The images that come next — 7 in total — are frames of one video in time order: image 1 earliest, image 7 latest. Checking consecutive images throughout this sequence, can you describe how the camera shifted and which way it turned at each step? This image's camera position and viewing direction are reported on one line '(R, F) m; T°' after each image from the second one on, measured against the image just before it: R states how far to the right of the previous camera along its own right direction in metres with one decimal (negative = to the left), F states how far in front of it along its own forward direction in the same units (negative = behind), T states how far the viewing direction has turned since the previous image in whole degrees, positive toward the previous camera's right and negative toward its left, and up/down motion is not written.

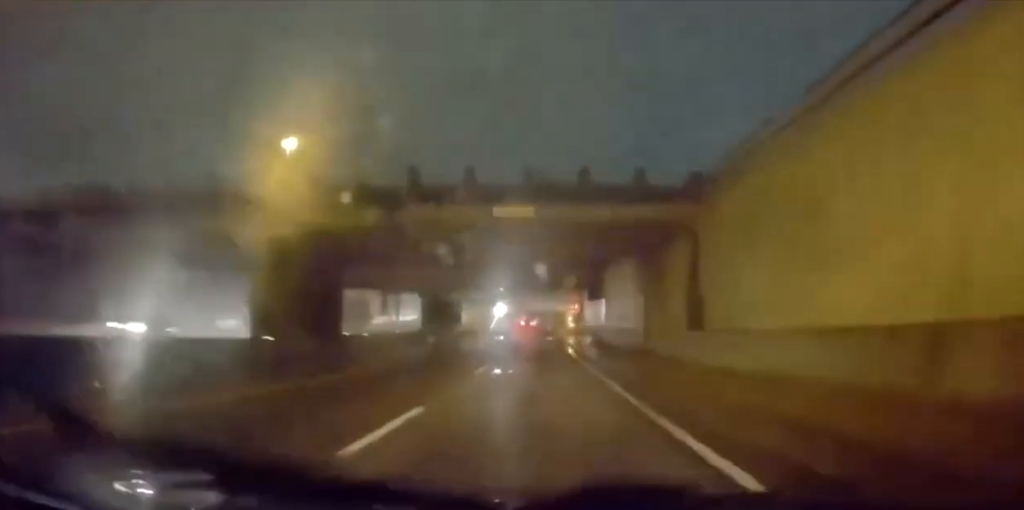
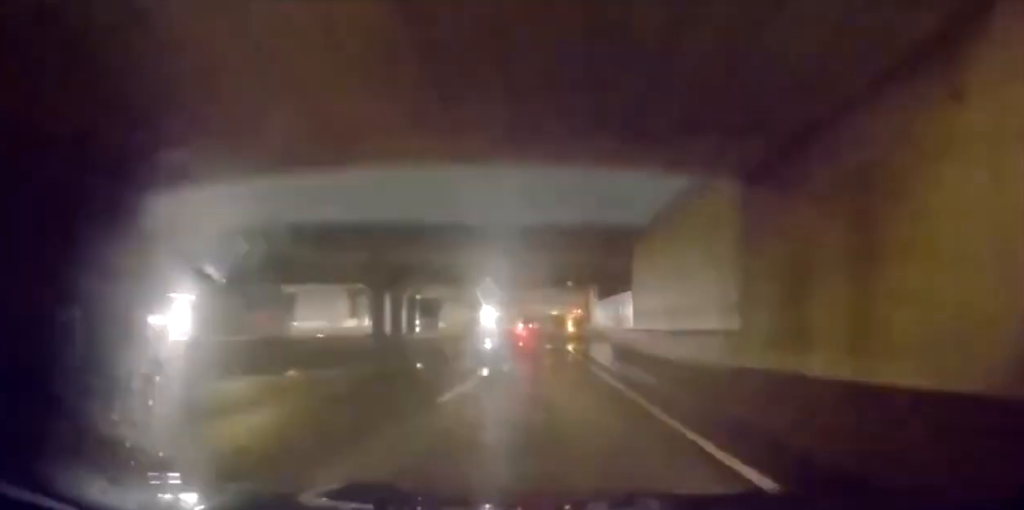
(+0.7, +19.1) m; 0°
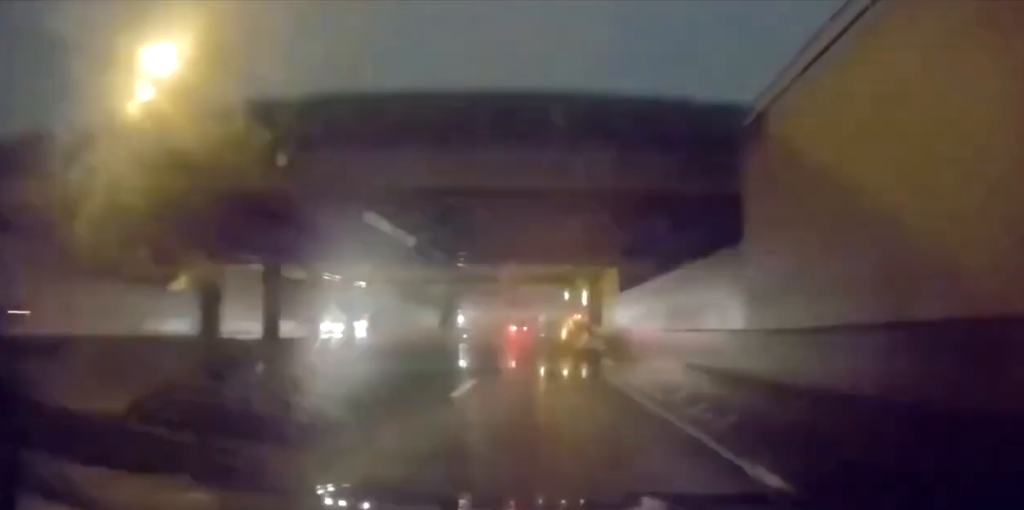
(-0.9, +22.3) m; 0°
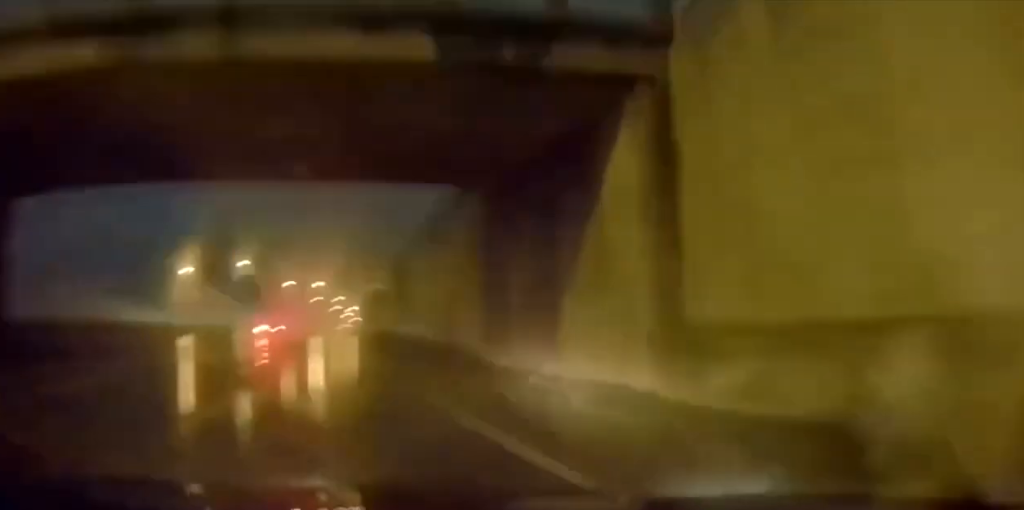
(+1.6, +72.2) m; +1°
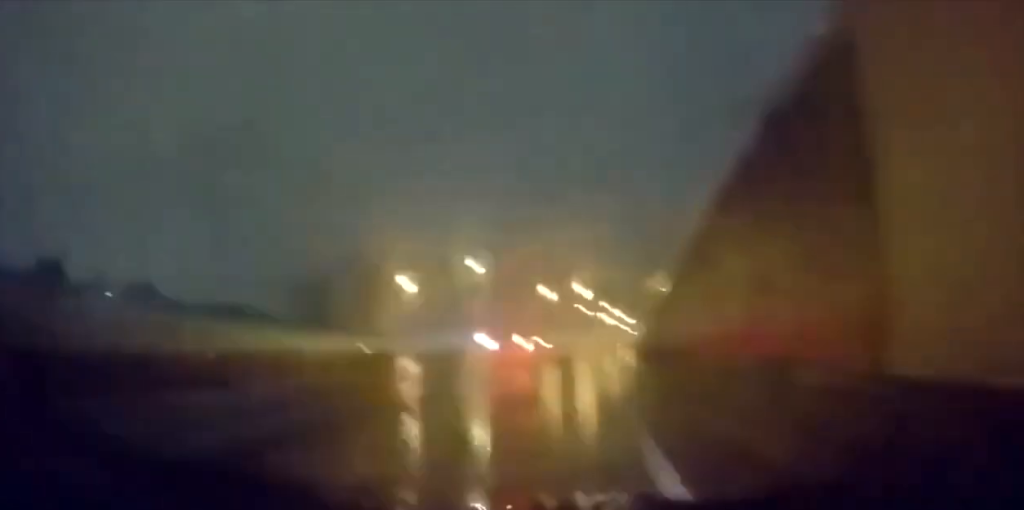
(+1.1, +44.4) m; +2°
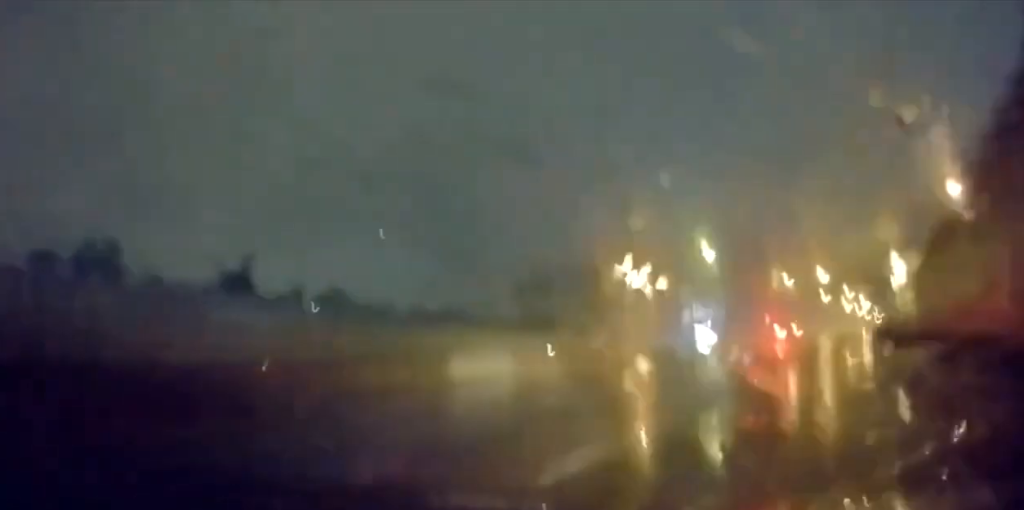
(+0.2, +13.1) m; 0°
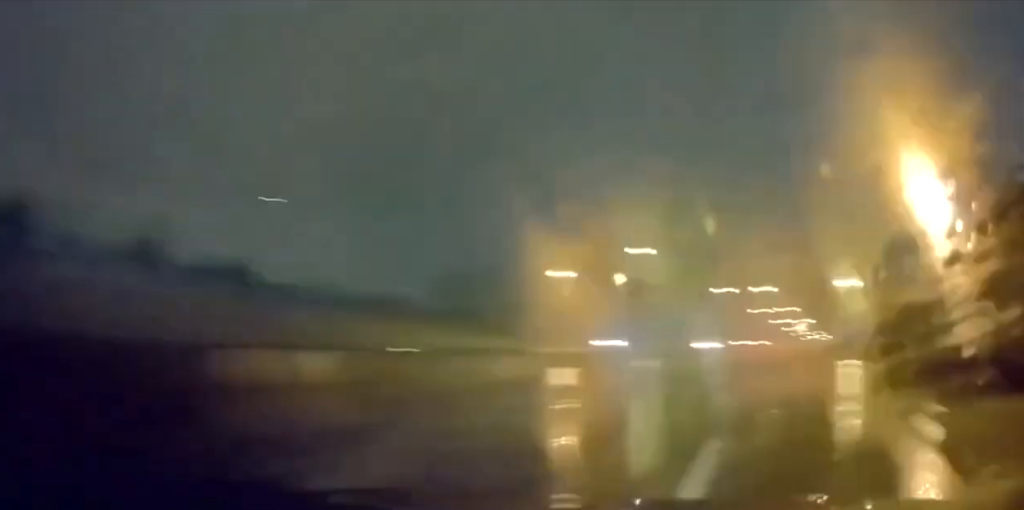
(-0.2, +15.5) m; -1°
